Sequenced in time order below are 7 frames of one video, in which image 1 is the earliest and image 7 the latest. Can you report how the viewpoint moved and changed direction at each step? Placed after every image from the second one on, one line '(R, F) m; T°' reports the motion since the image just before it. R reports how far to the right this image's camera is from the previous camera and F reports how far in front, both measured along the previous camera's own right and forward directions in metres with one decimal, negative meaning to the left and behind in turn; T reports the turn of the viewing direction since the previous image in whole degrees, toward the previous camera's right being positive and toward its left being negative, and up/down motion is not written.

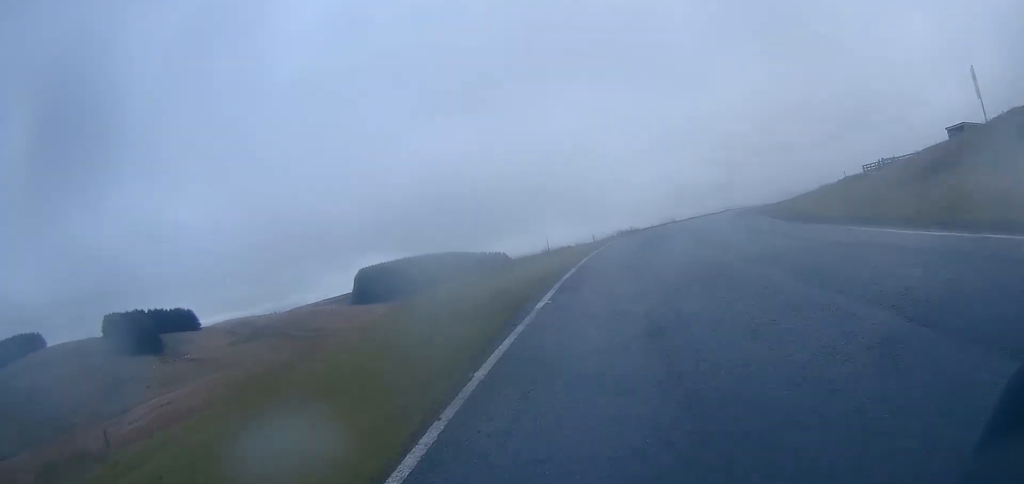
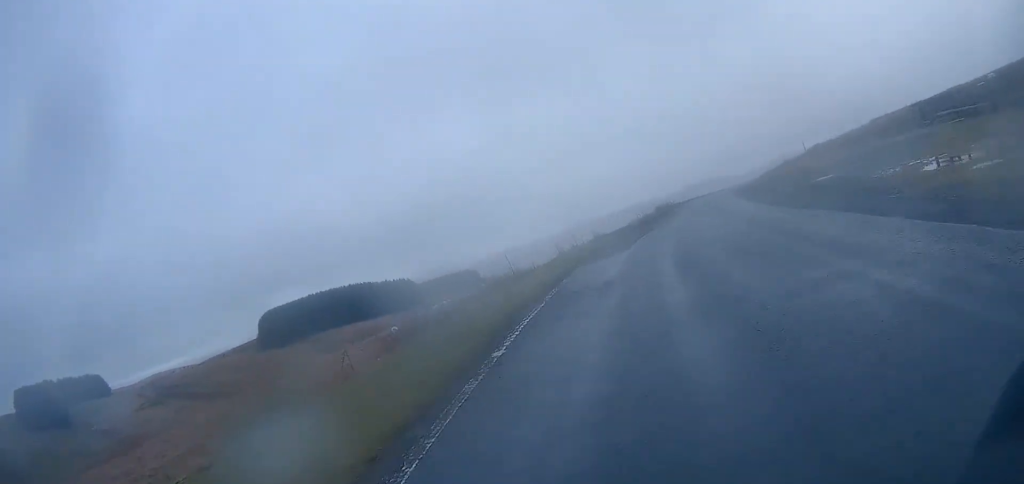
(+0.3, +24.0) m; +4°
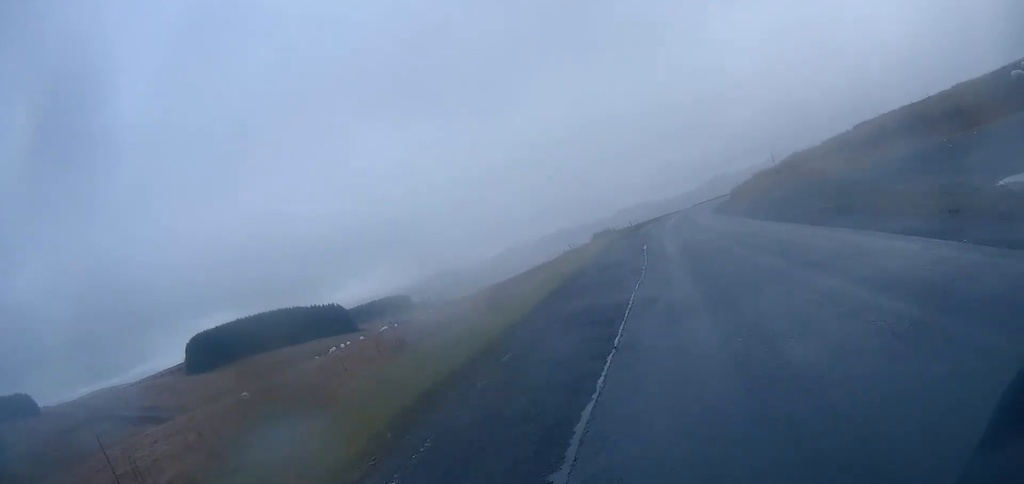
(+0.5, +13.8) m; +6°
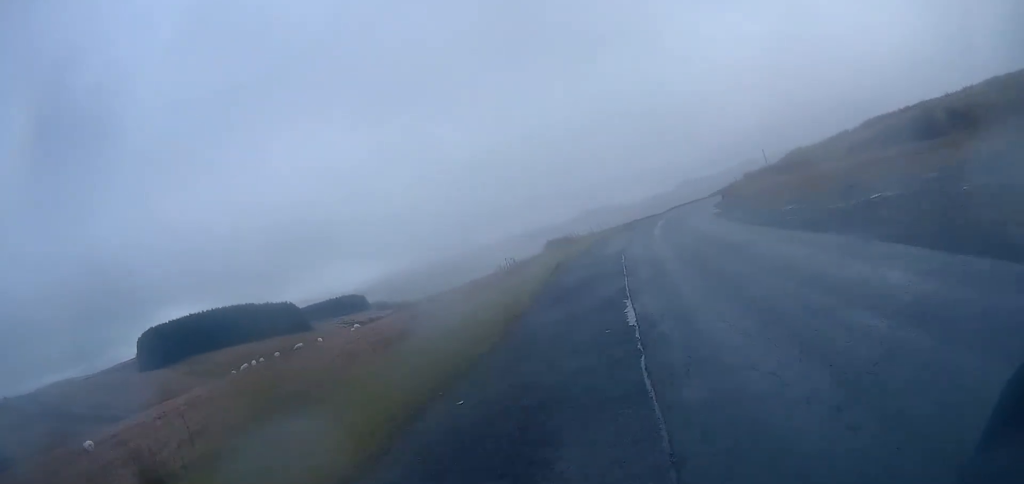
(+0.5, +10.1) m; +4°
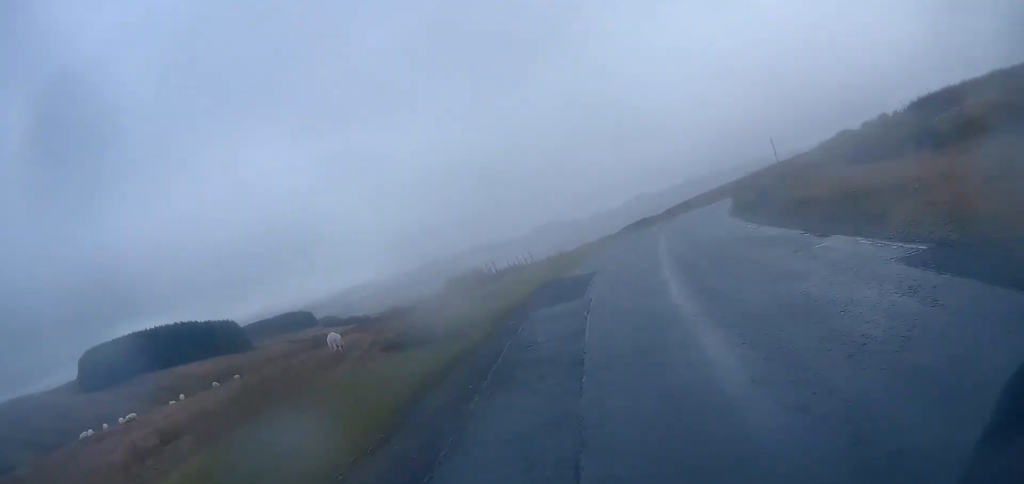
(+0.9, +16.8) m; +6°
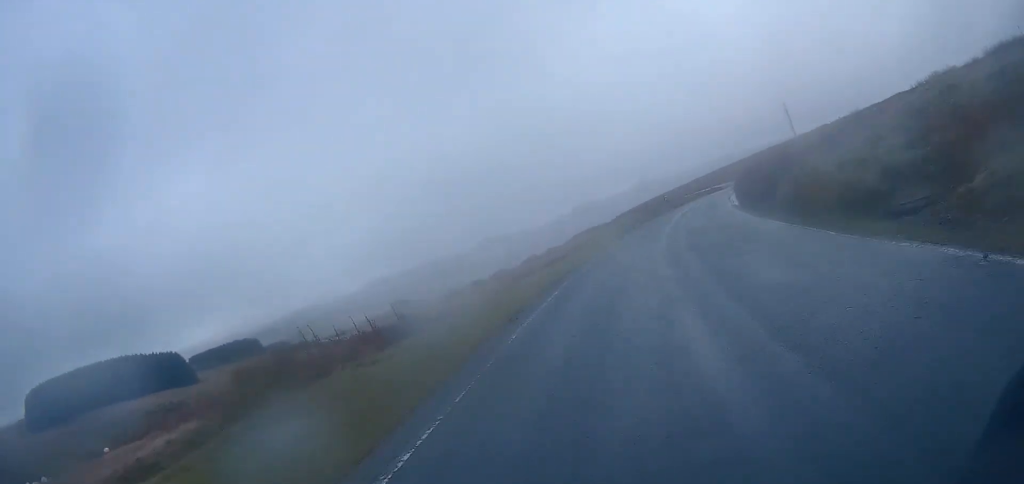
(+0.5, +13.8) m; +4°
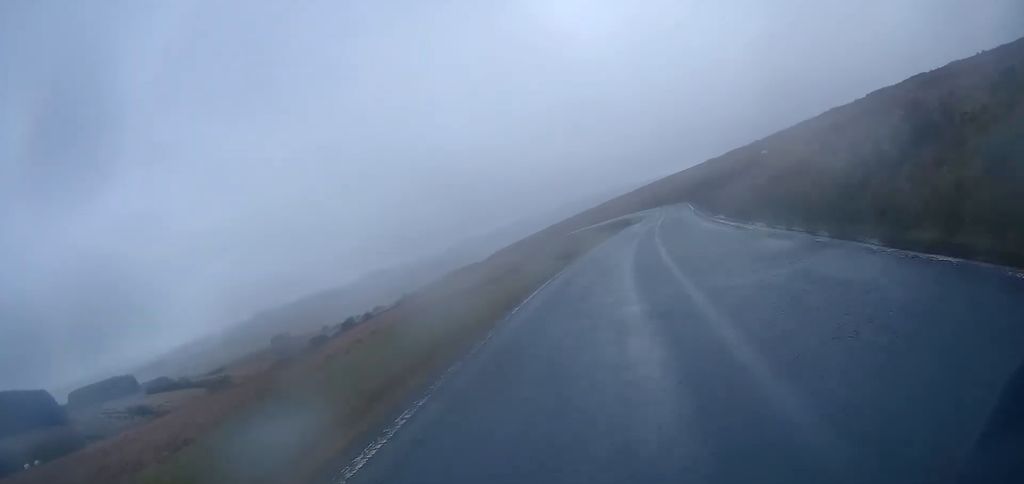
(+2.2, +25.5) m; +9°
